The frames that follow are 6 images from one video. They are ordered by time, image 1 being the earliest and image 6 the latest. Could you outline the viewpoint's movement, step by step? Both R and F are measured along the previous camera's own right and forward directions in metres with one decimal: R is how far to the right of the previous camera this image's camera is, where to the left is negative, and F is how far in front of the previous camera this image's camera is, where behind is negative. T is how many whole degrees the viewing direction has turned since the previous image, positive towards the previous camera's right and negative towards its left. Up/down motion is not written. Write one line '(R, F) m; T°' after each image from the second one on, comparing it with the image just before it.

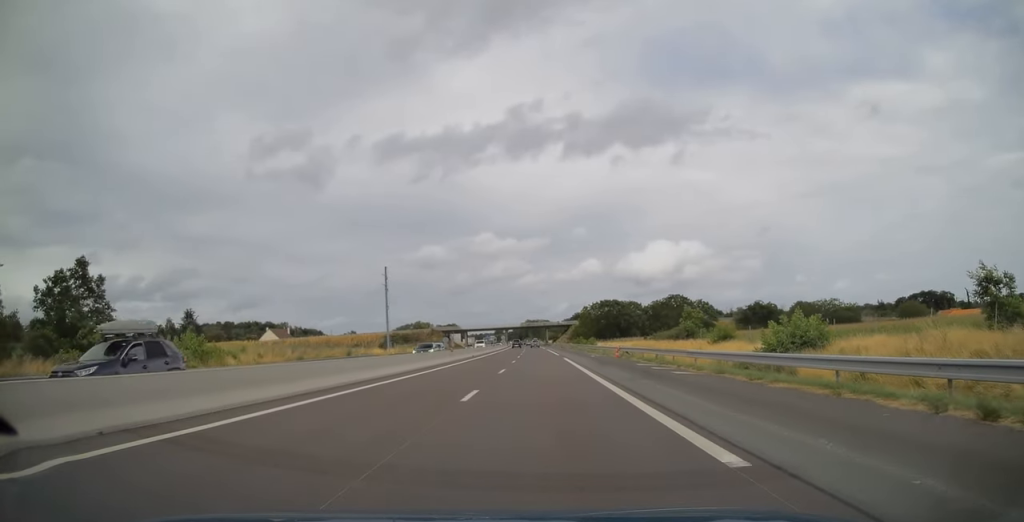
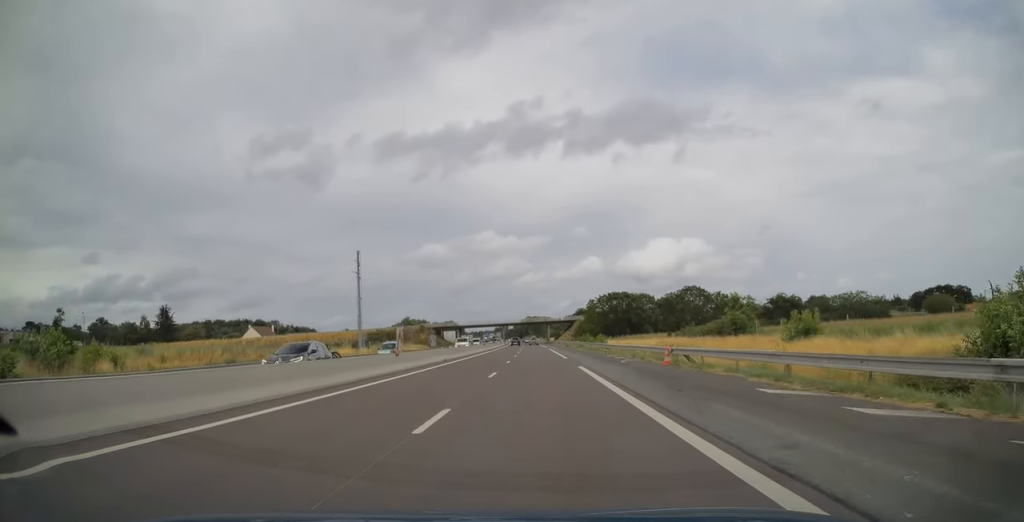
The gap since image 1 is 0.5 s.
(0.0, +17.7) m; 0°
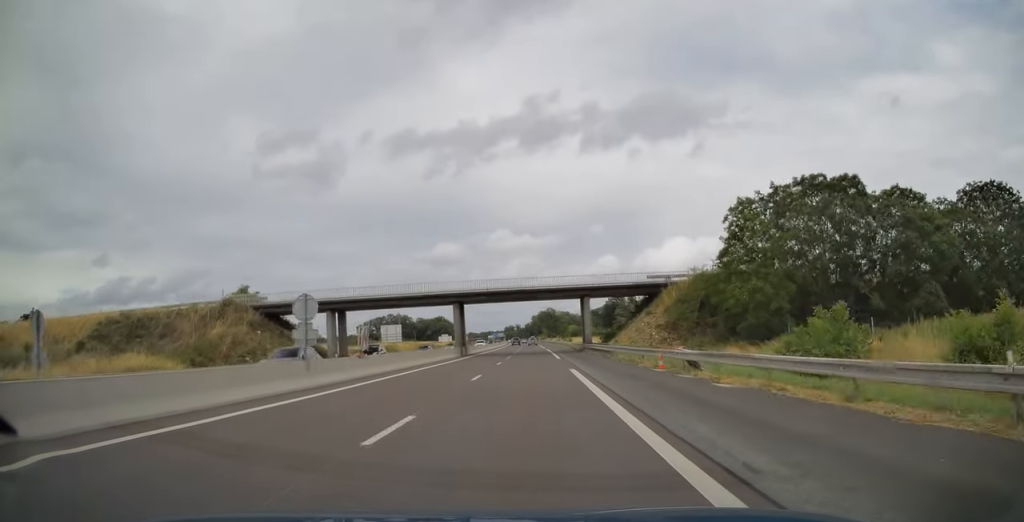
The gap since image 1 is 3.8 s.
(-0.9, +105.8) m; -1°
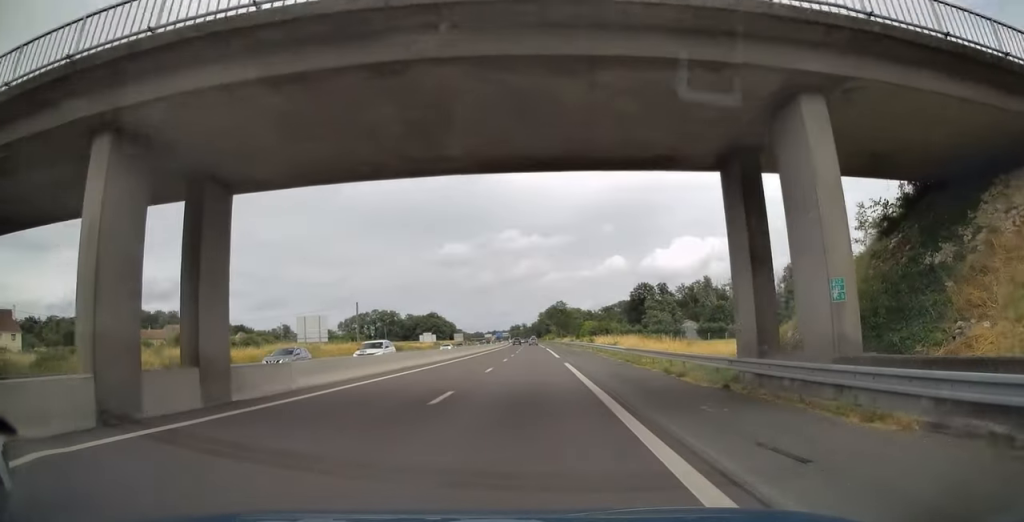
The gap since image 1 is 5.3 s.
(-0.1, +47.2) m; 0°
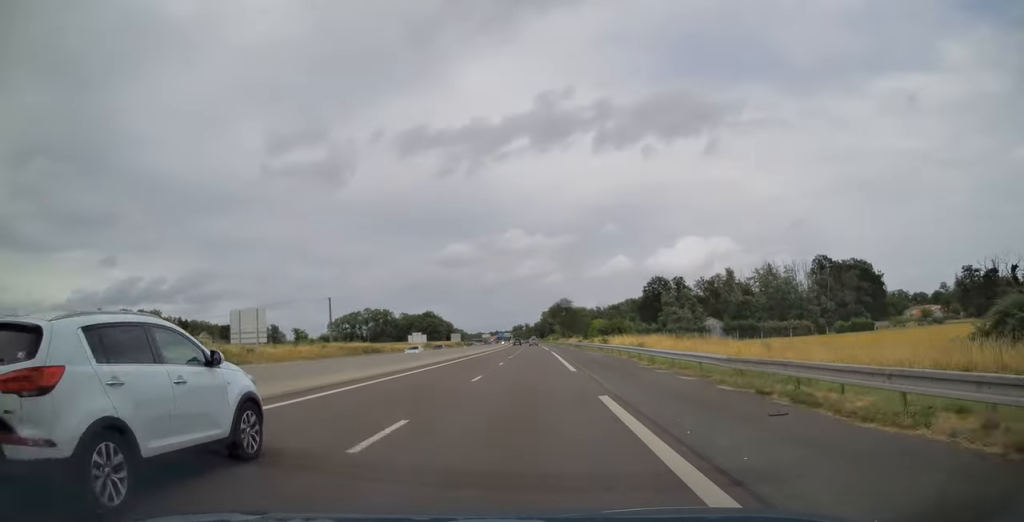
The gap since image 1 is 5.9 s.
(0.0, +18.7) m; 0°
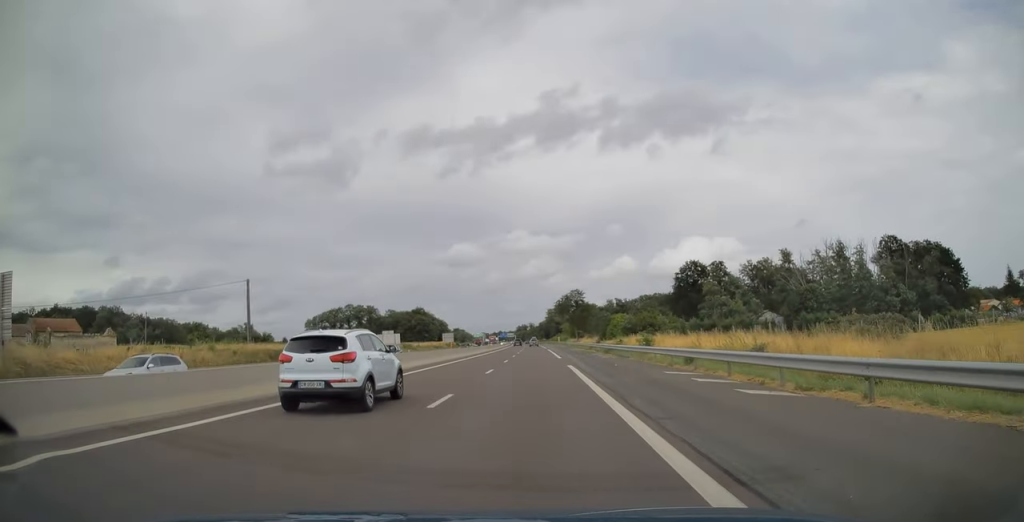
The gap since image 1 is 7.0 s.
(-0.3, +34.3) m; -1°
